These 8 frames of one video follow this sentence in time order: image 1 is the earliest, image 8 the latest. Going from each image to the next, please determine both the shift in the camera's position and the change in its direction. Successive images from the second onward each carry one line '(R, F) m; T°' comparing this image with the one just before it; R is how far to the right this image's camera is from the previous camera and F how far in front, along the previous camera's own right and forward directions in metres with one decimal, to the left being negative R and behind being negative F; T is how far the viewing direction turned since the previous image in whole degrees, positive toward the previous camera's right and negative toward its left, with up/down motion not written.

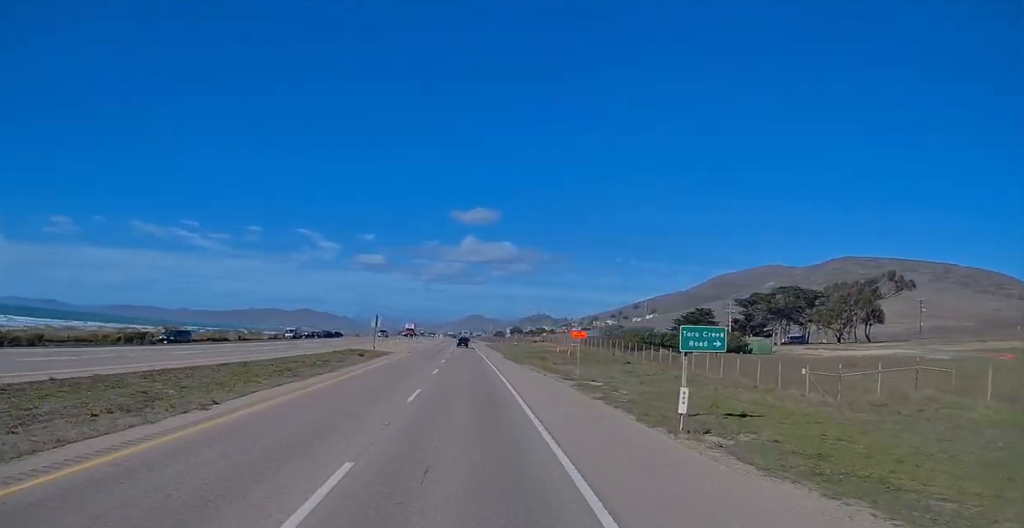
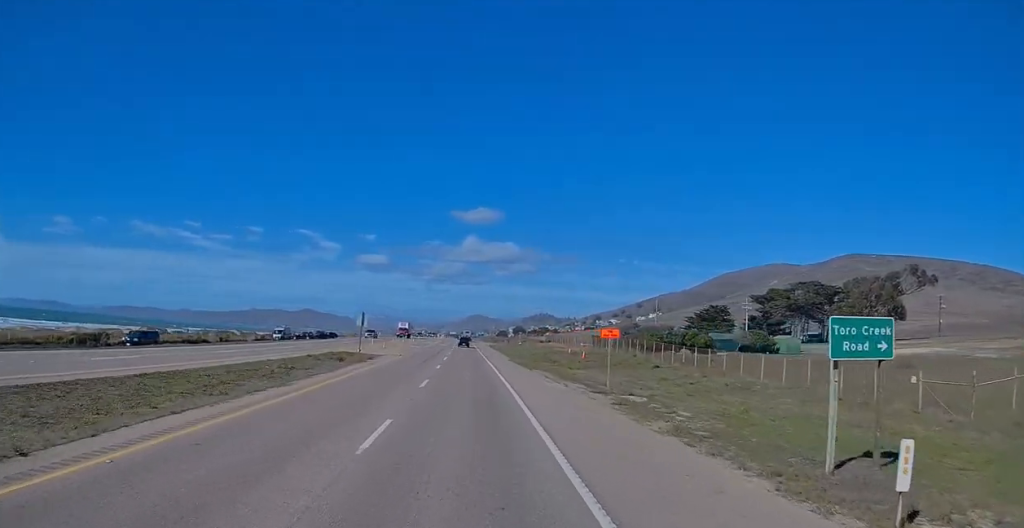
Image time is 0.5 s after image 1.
(+0.2, +8.7) m; 0°
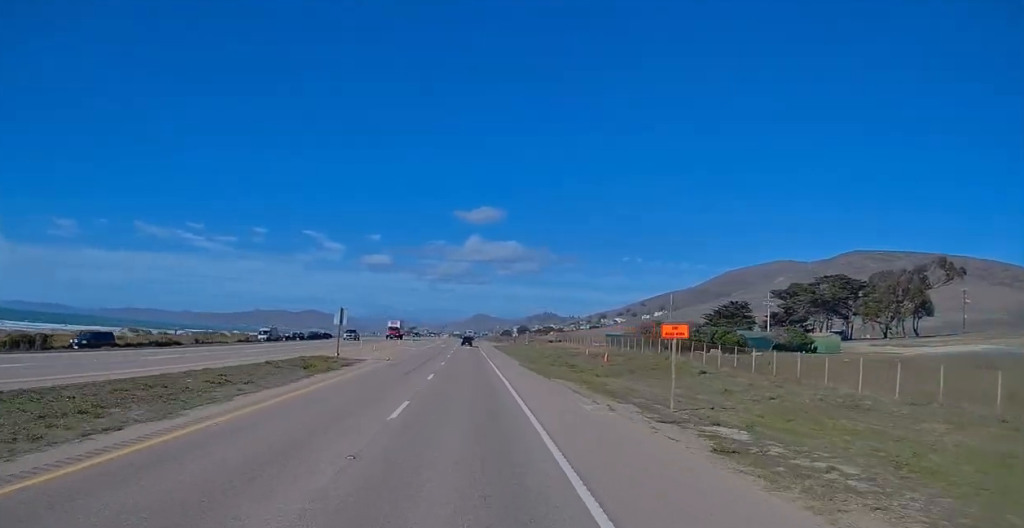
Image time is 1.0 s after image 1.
(+0.2, +9.4) m; 0°
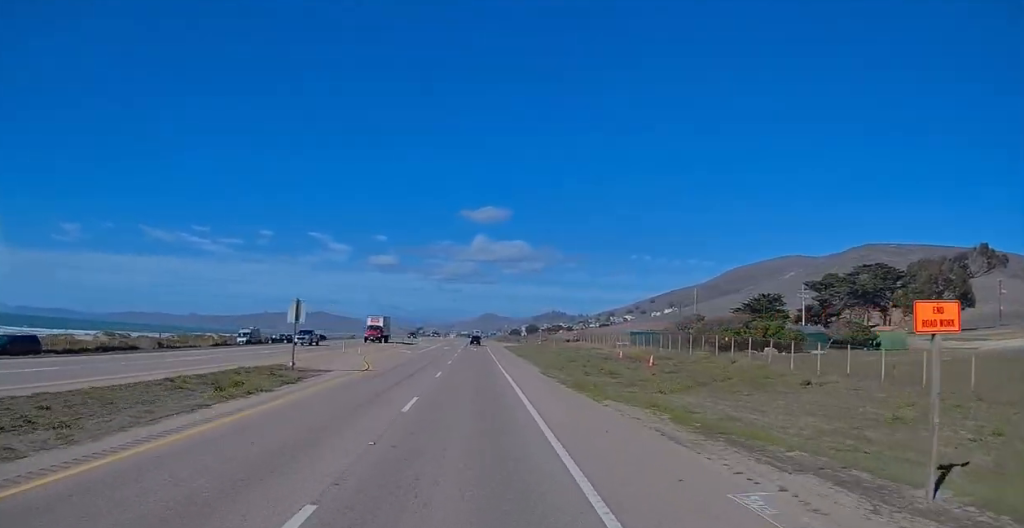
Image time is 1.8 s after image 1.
(-0.3, +12.8) m; -1°
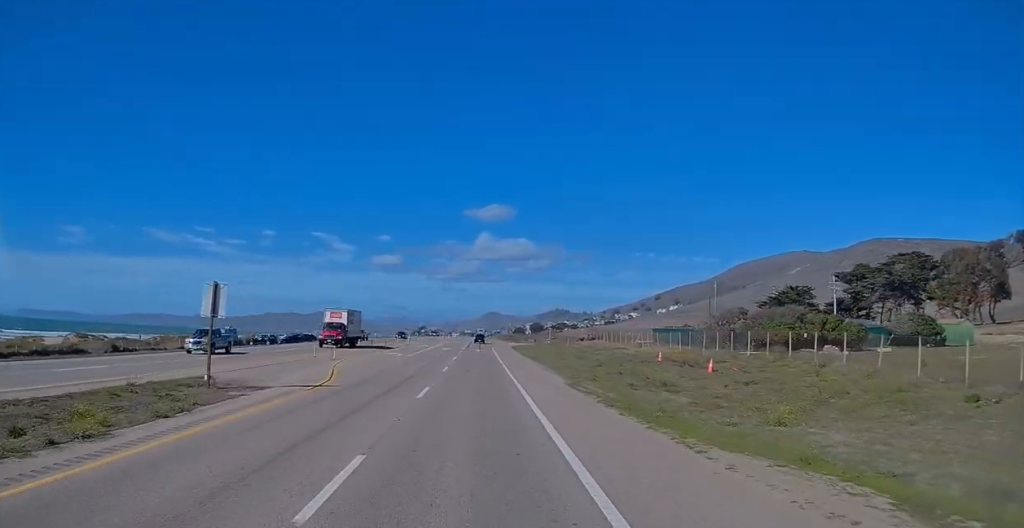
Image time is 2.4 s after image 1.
(-0.1, +10.7) m; -1°
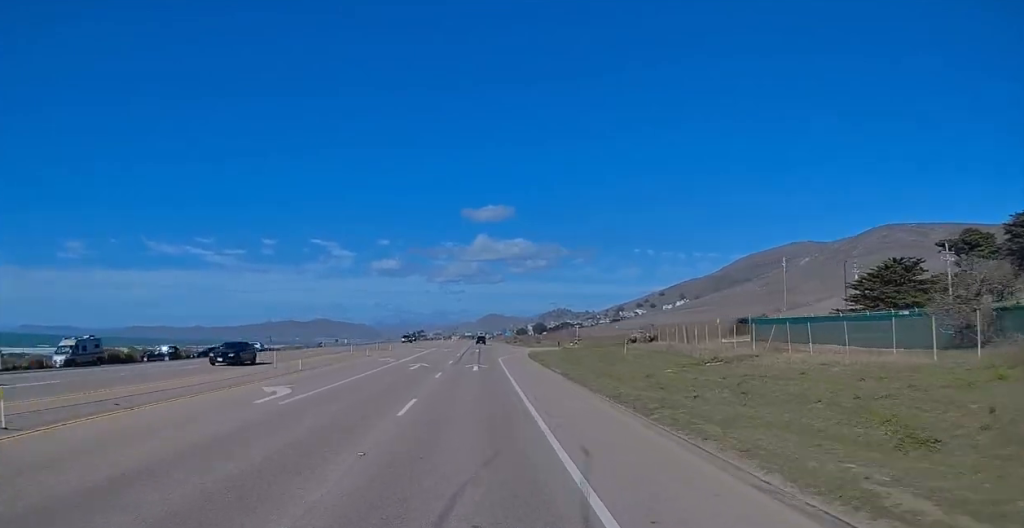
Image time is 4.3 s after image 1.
(-0.3, +34.1) m; -1°
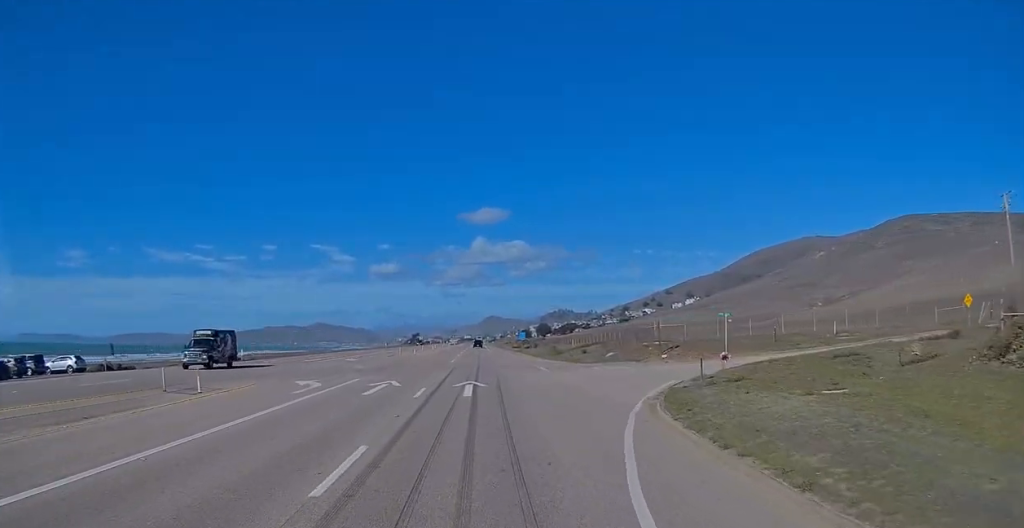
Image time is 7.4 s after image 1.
(+0.2, +52.2) m; +2°
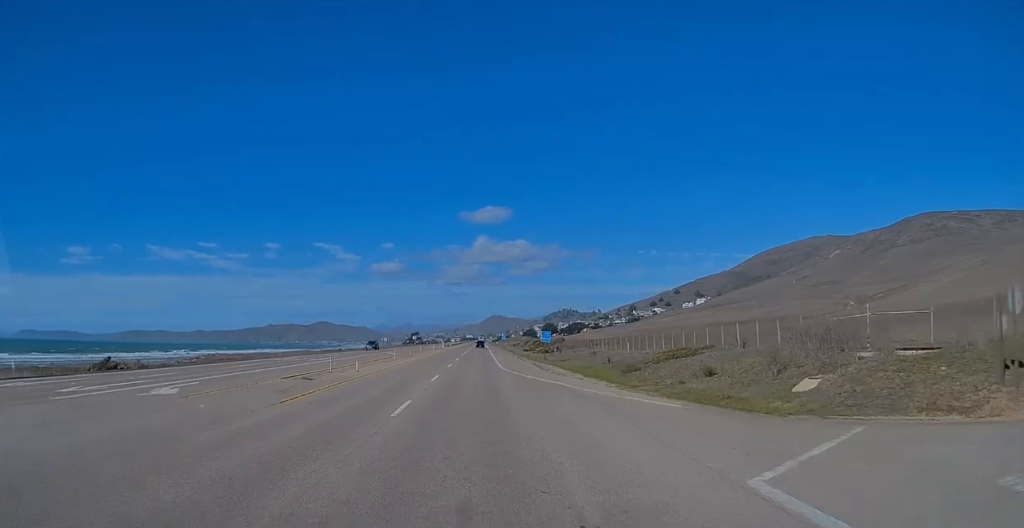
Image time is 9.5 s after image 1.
(+0.1, +36.6) m; -1°
